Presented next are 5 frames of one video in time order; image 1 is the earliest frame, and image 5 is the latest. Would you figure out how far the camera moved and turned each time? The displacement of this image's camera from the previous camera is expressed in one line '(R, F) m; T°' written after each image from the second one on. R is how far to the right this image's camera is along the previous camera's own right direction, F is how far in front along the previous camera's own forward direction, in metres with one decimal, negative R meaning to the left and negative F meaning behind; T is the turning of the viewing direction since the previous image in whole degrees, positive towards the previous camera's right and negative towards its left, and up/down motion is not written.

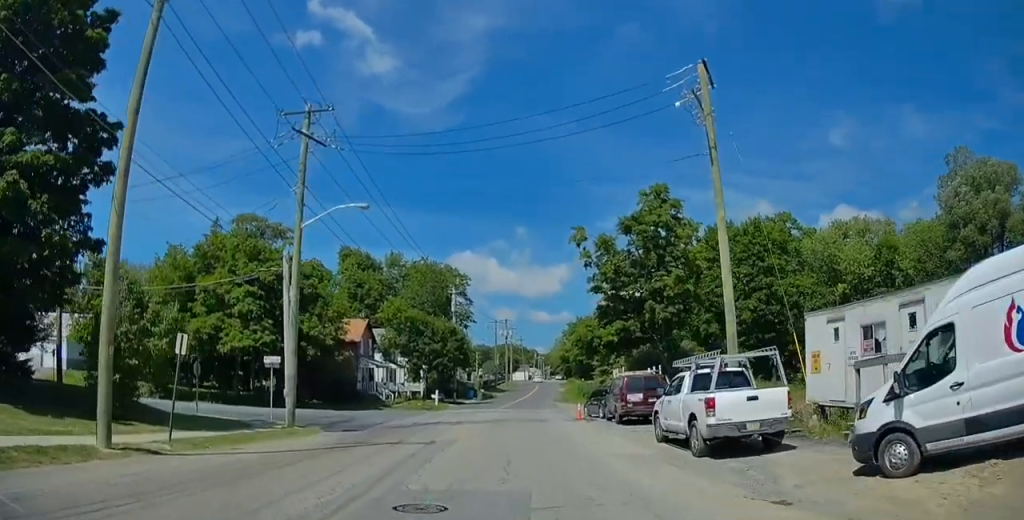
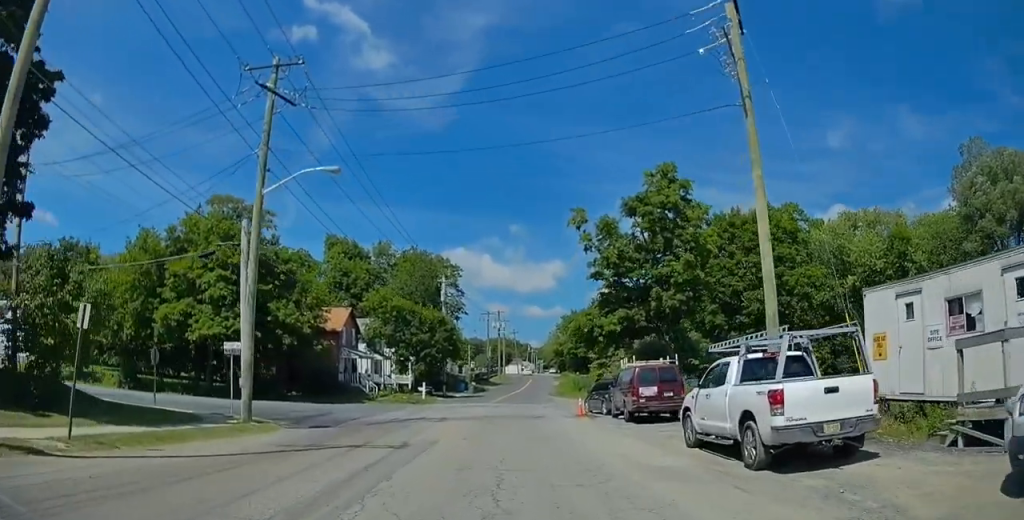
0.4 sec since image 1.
(0.0, +3.9) m; 0°
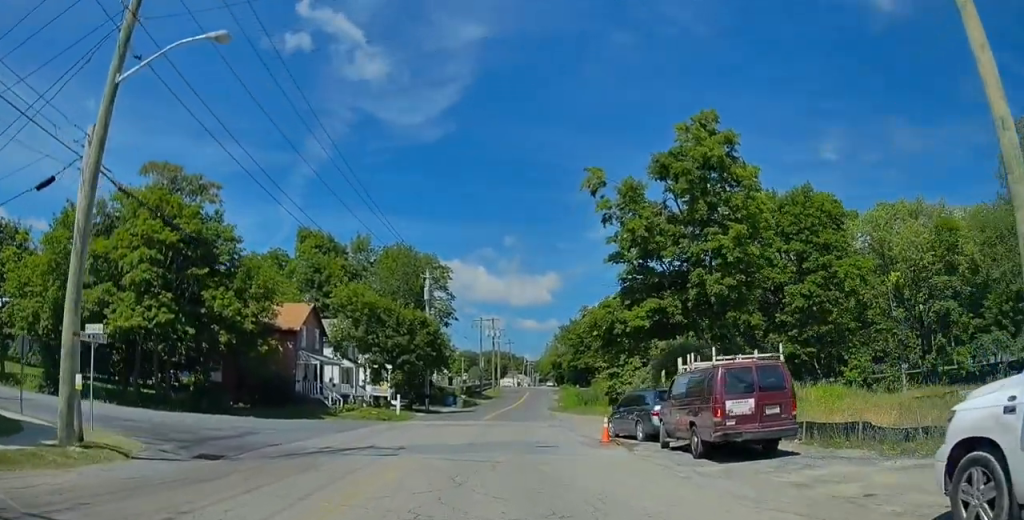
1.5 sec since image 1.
(-0.1, +9.7) m; -1°
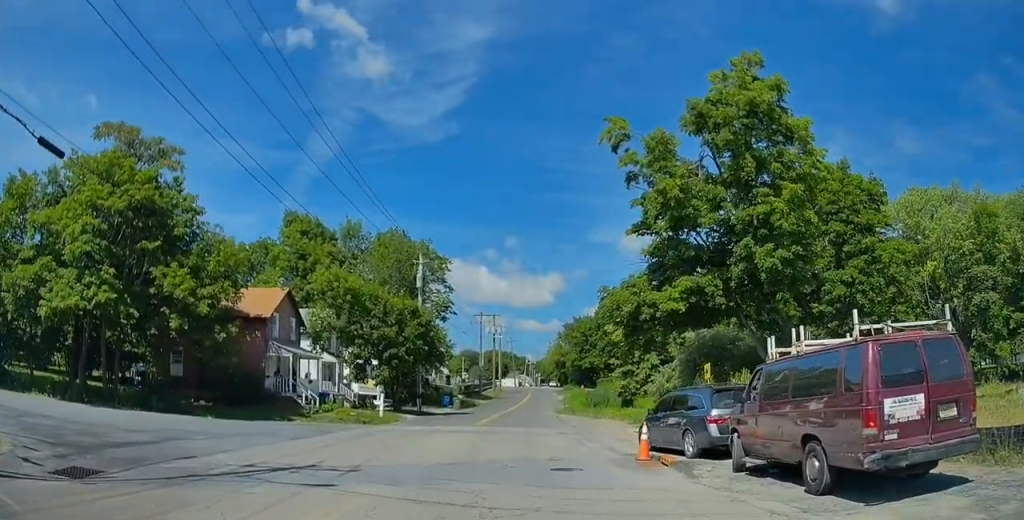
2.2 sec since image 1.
(0.0, +6.2) m; -1°
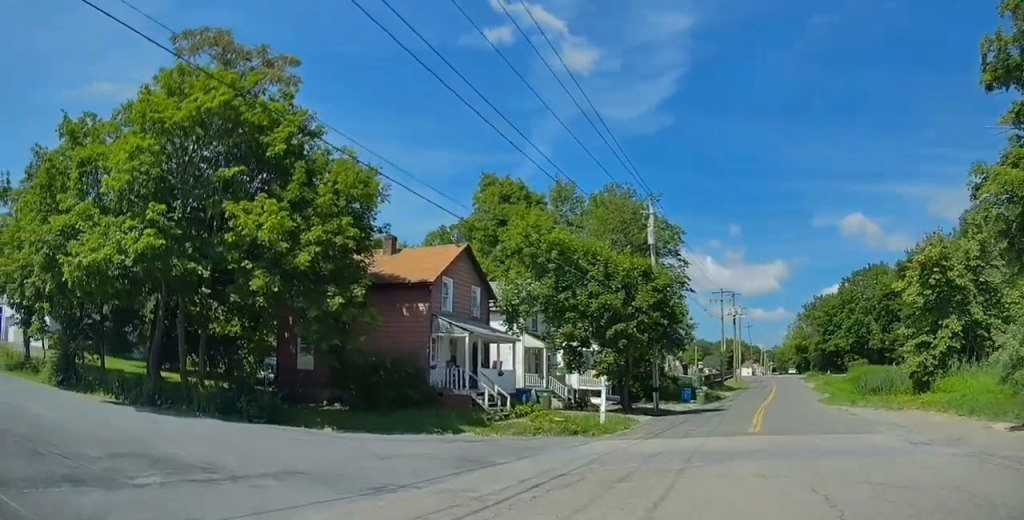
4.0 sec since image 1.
(-0.4, +12.9) m; -11°
